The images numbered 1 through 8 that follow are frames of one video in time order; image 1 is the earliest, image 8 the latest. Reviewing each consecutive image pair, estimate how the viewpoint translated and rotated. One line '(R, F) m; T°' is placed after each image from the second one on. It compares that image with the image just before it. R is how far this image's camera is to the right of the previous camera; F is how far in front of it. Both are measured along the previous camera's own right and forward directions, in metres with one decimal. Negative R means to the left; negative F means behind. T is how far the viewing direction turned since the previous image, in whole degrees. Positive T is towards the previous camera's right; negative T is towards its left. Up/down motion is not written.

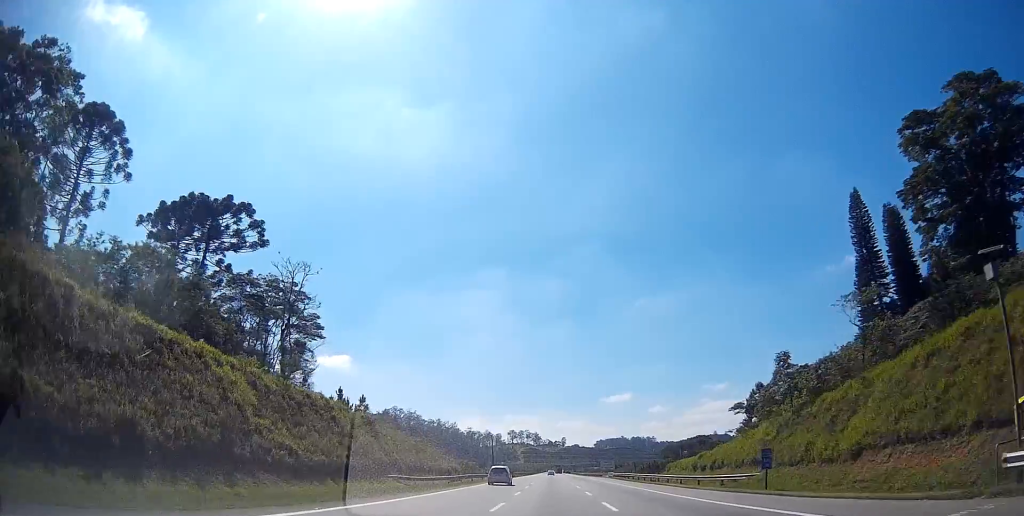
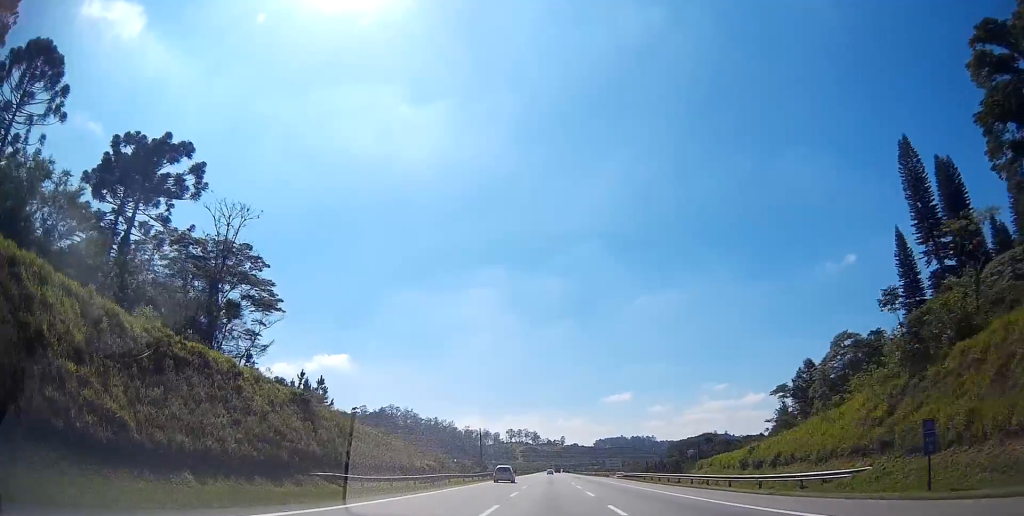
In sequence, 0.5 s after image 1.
(+0.1, +13.7) m; 0°
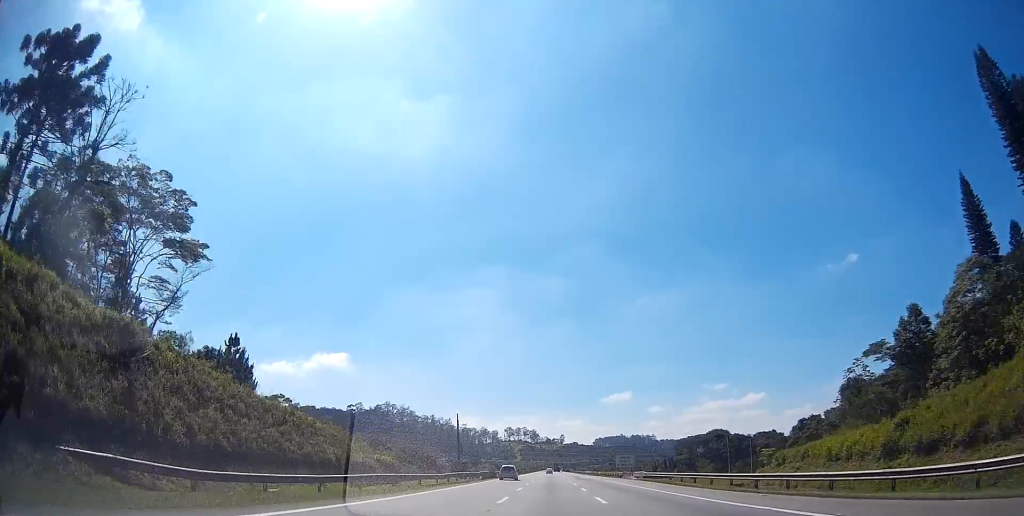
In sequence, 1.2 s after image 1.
(+0.6, +17.9) m; 0°
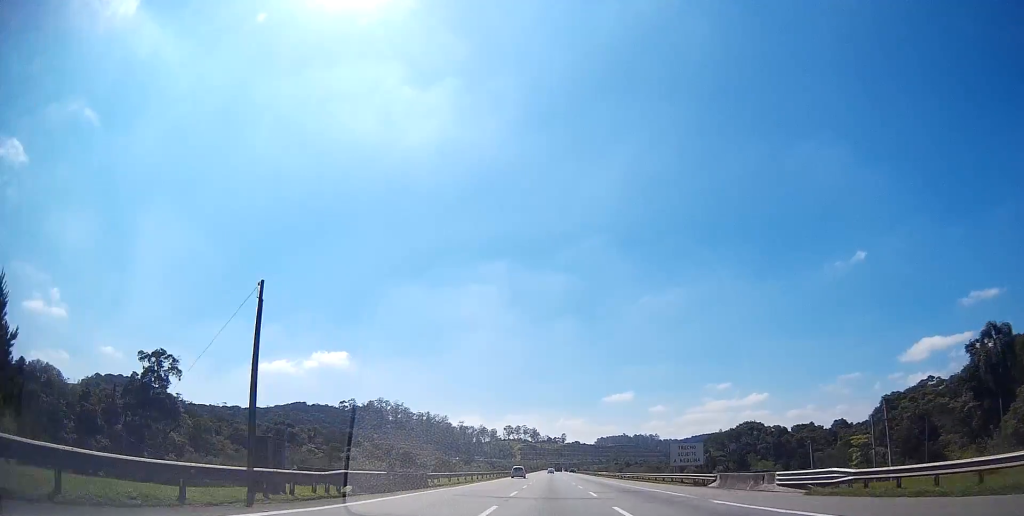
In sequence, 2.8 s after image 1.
(-0.2, +41.0) m; 0°
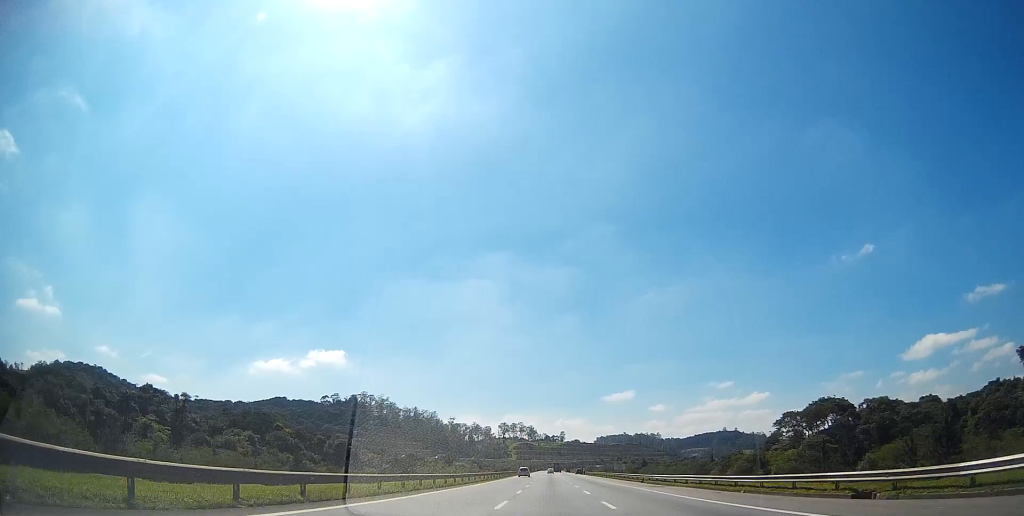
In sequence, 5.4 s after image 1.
(-0.2, +64.9) m; 0°
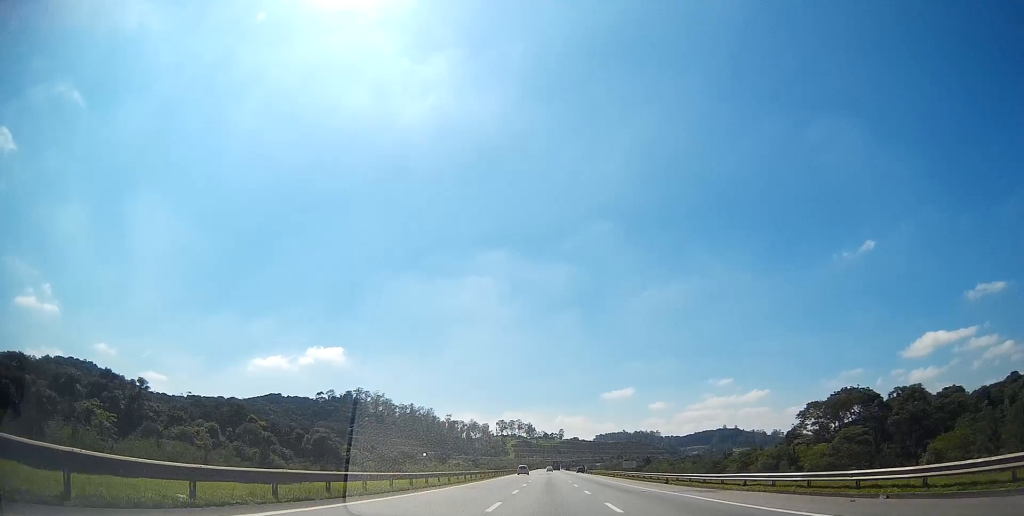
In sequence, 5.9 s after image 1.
(-0.1, +13.6) m; 0°
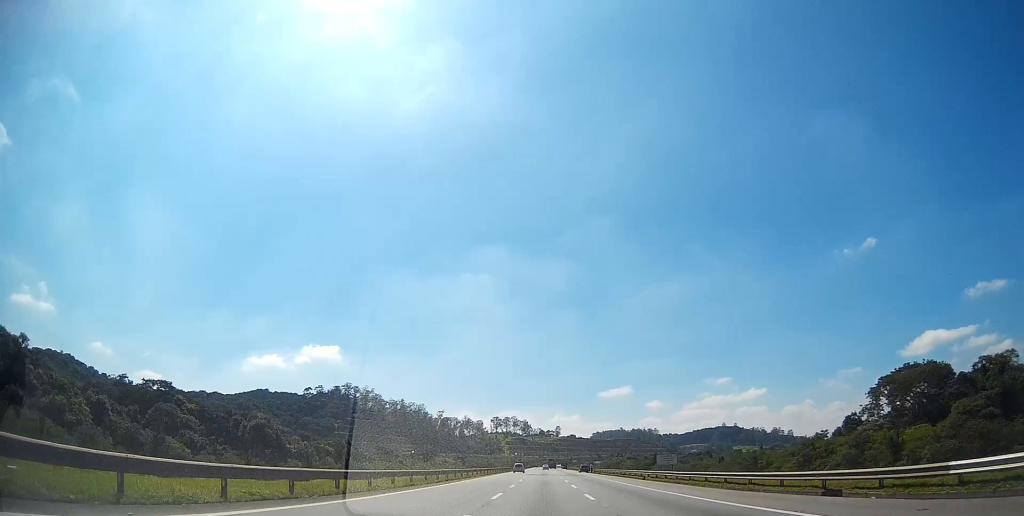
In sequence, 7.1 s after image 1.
(+0.1, +29.6) m; 0°
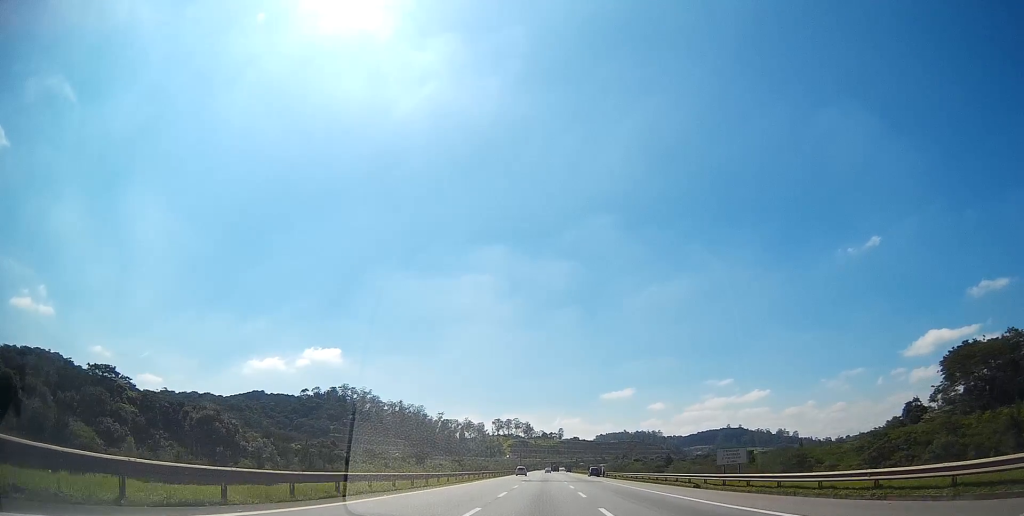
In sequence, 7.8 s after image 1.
(0.0, +19.3) m; 0°
